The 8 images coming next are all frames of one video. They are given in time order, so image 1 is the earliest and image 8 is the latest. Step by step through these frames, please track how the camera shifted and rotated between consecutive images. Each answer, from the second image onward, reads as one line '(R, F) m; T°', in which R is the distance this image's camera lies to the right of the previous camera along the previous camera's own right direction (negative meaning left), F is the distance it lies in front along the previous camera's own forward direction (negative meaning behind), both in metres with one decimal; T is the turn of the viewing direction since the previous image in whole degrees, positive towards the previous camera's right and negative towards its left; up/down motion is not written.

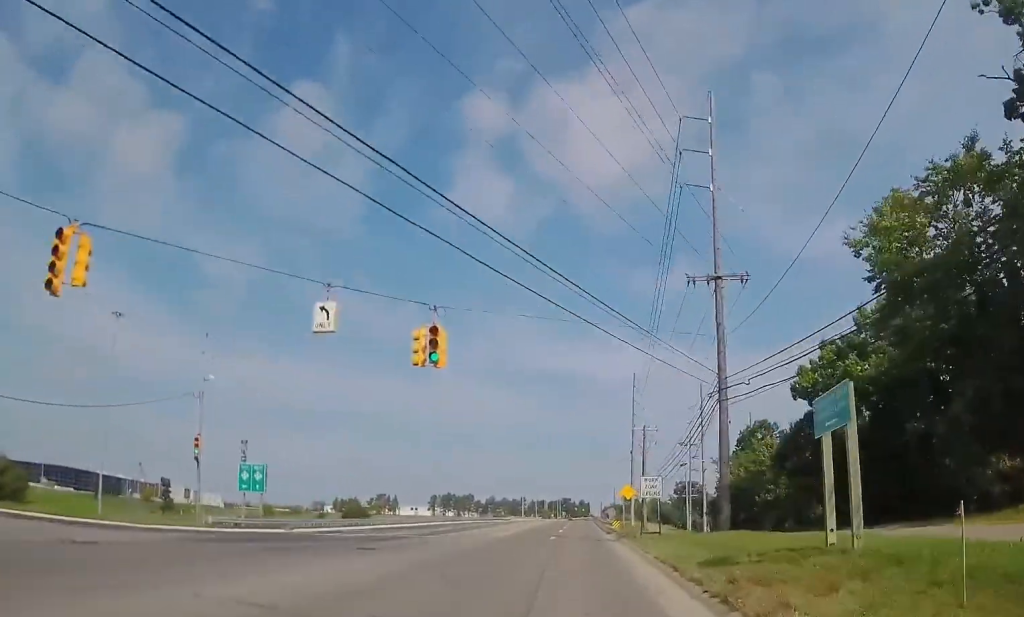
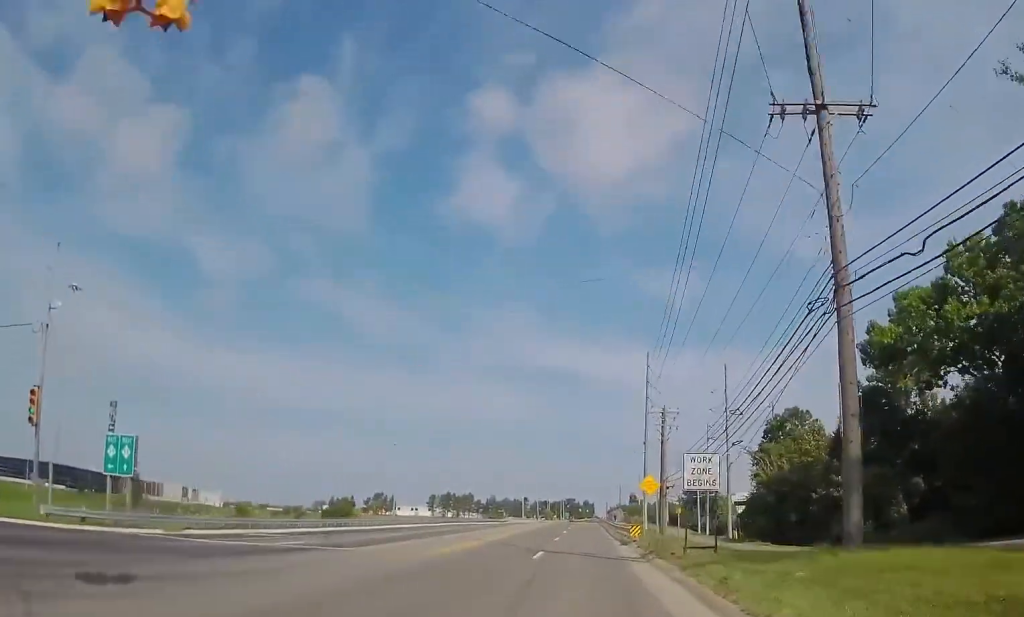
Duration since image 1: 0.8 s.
(+0.6, +15.1) m; +2°
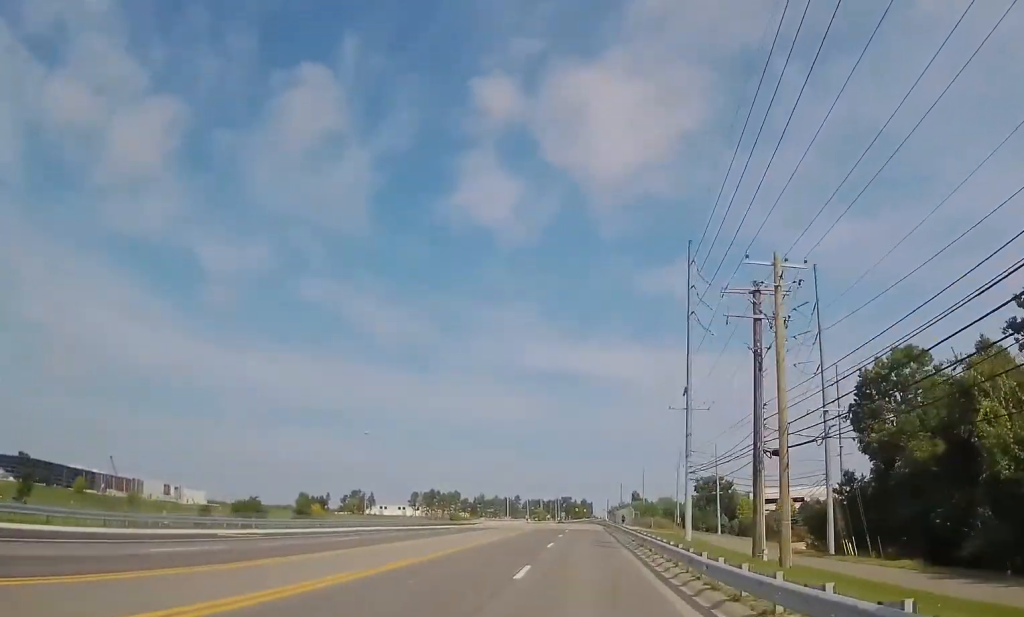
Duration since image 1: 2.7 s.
(-0.4, +37.1) m; -2°
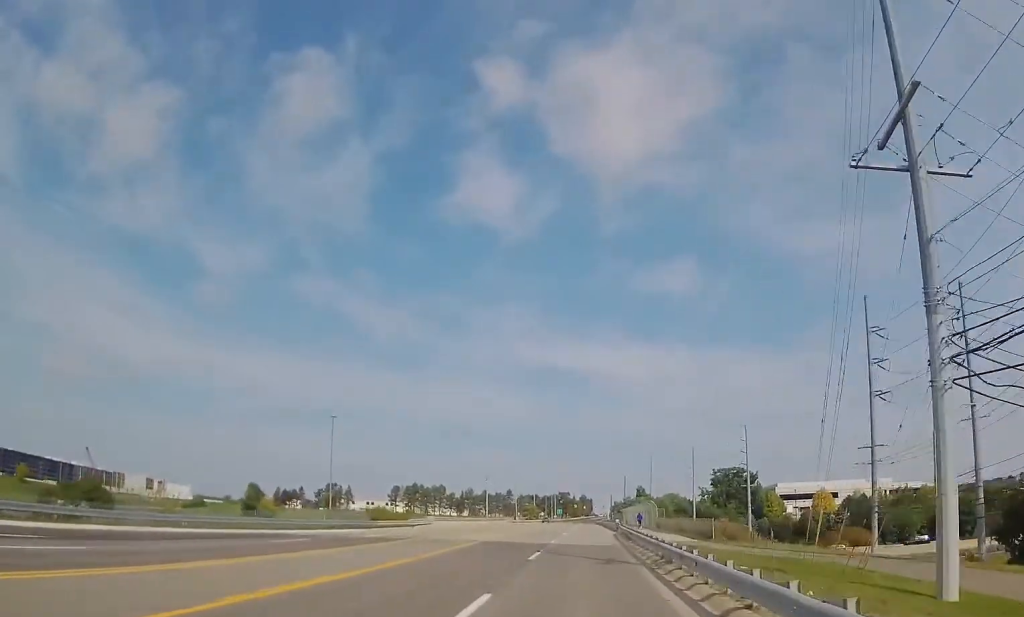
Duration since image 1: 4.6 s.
(+0.4, +36.9) m; +2°
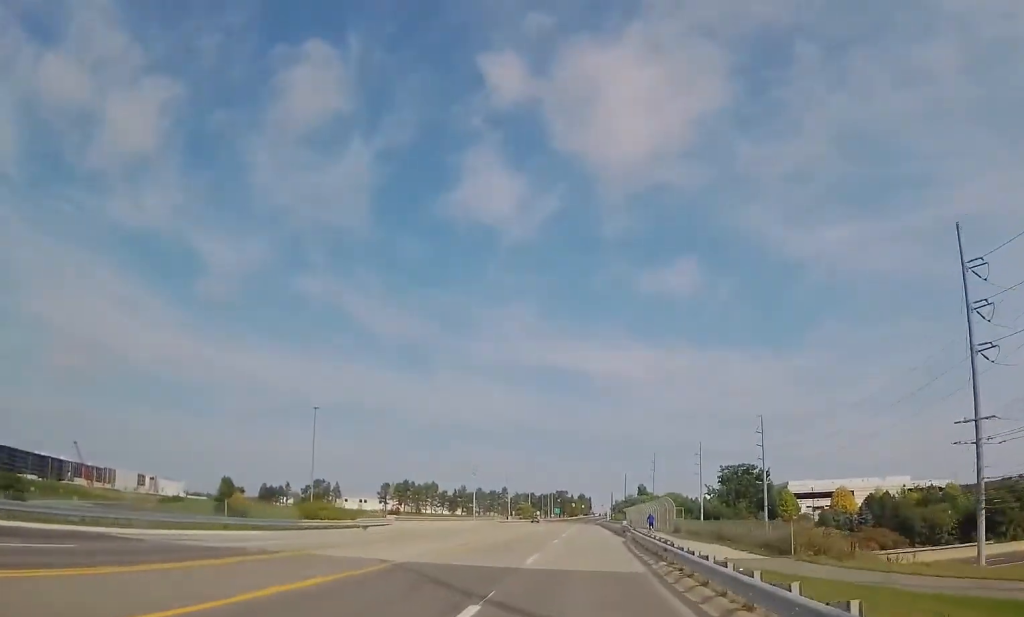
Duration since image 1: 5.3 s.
(+0.1, +15.3) m; 0°
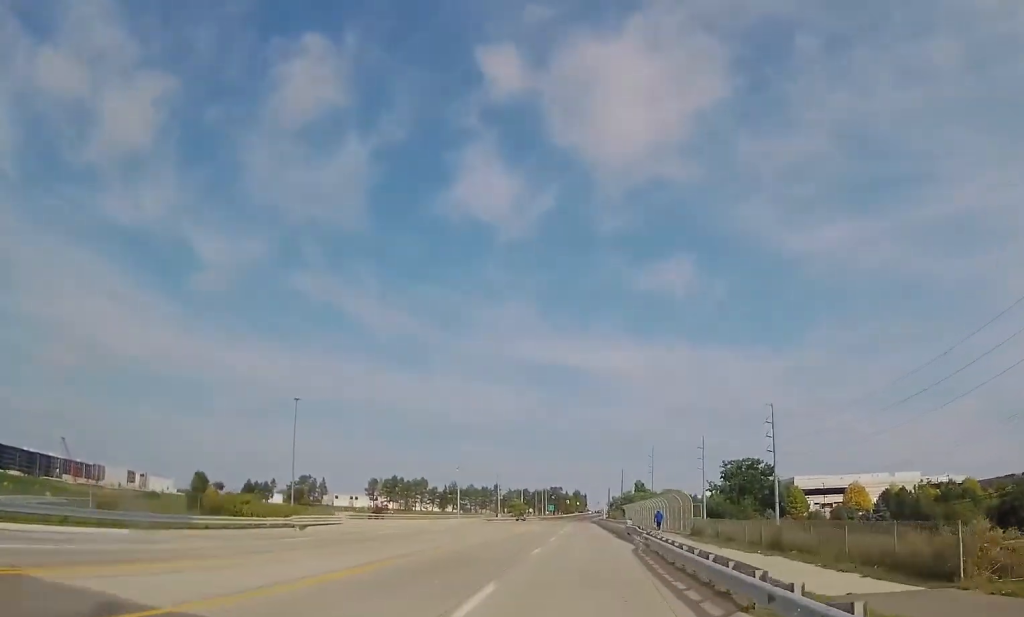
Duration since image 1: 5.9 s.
(0.0, +11.7) m; 0°
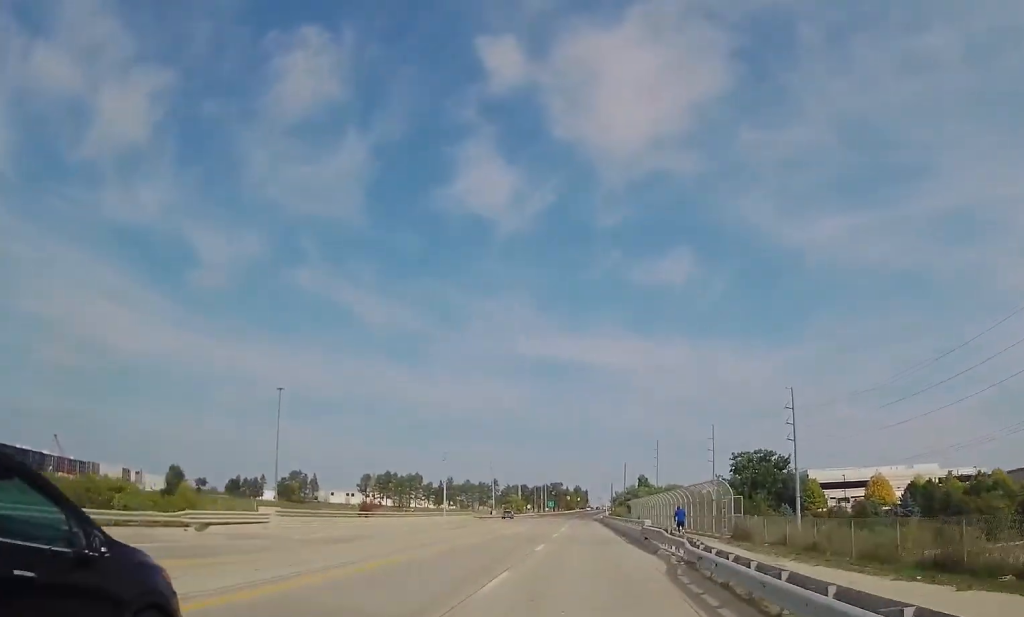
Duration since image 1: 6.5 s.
(0.0, +12.6) m; -1°
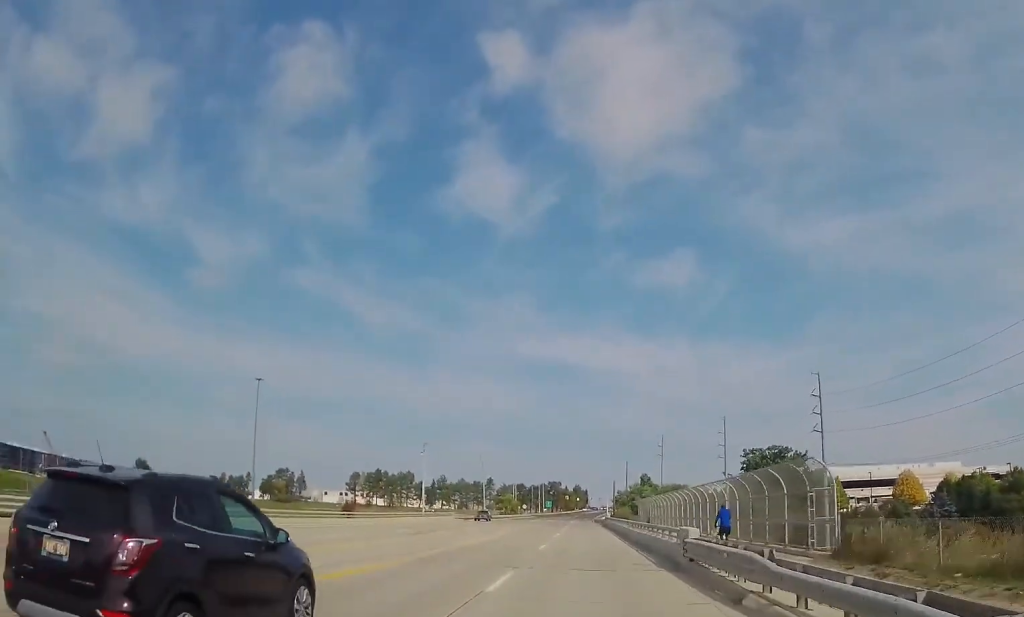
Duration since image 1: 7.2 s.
(-0.1, +14.4) m; -1°
